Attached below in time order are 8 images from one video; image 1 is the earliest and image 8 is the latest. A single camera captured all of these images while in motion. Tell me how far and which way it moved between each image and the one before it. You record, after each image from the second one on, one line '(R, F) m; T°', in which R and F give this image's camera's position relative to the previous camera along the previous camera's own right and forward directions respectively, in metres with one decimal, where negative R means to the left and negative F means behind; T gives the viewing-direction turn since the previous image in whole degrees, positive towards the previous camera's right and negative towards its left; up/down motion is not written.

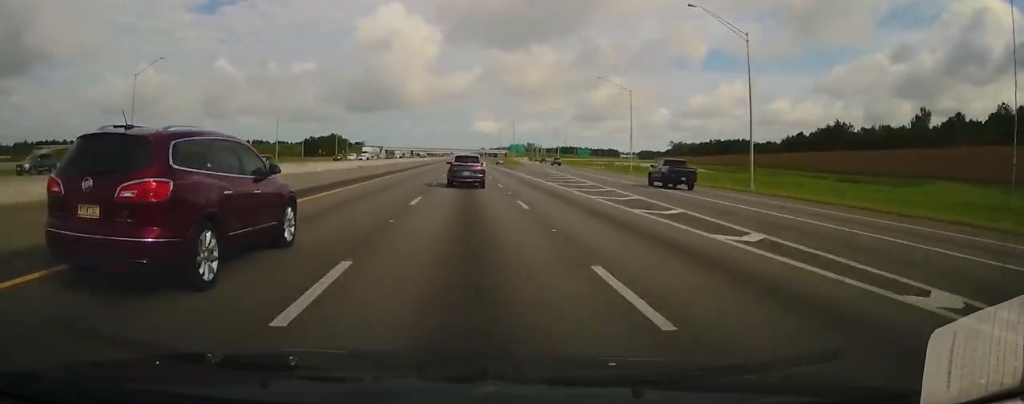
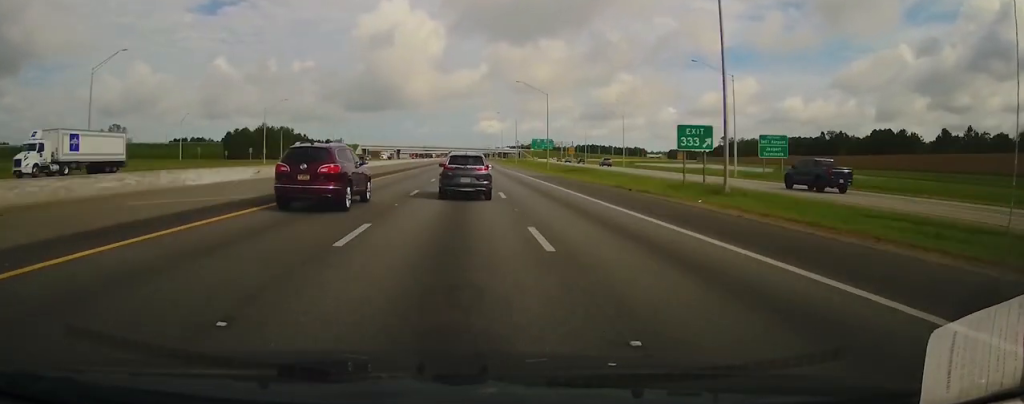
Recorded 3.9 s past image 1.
(+0.7, +130.8) m; 0°
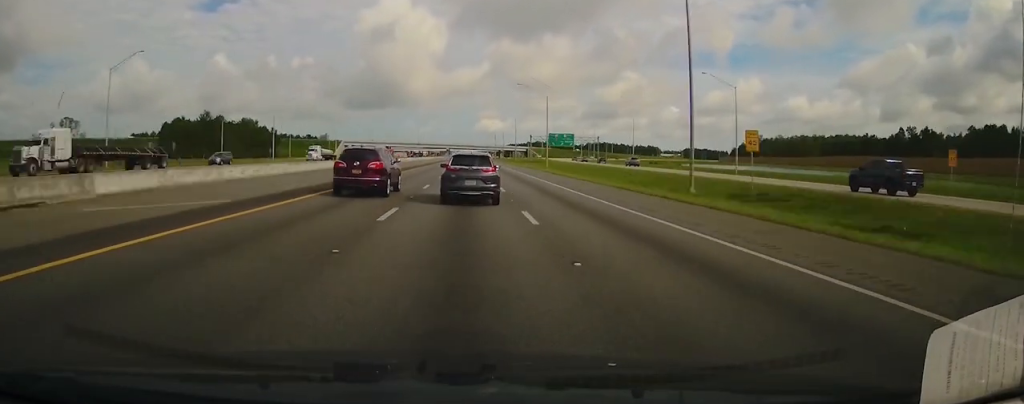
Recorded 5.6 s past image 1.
(-0.1, +58.3) m; 0°
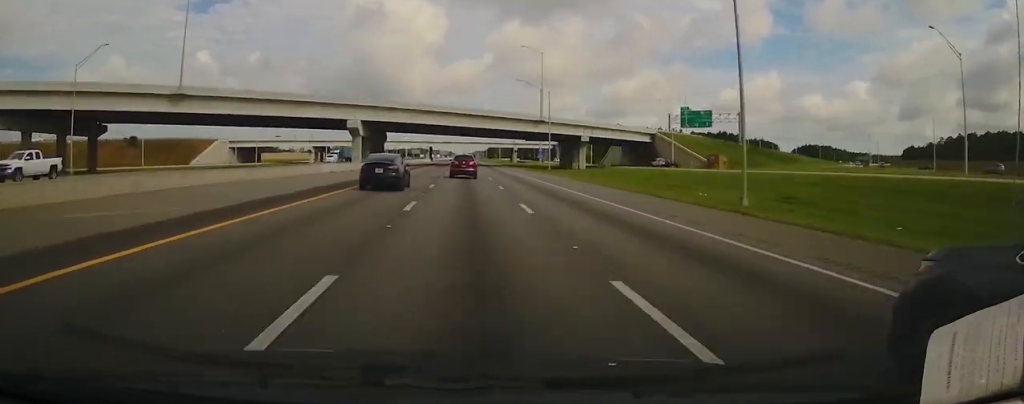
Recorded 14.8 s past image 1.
(+0.5, +312.6) m; +1°
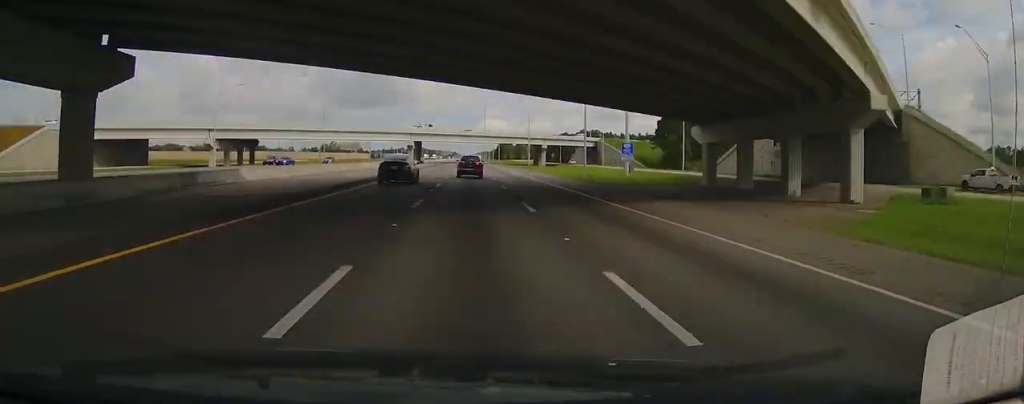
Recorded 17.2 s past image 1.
(-0.4, +81.0) m; 0°
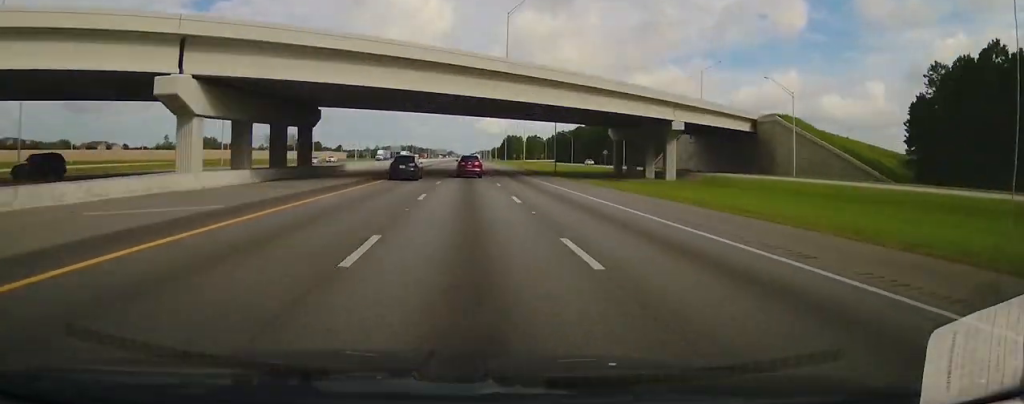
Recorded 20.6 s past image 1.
(-0.1, +111.5) m; 0°
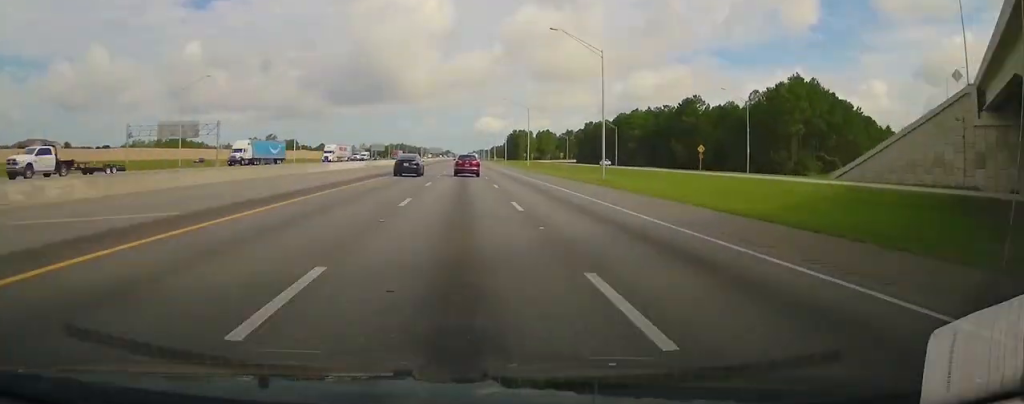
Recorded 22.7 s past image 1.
(+0.2, +70.7) m; 0°
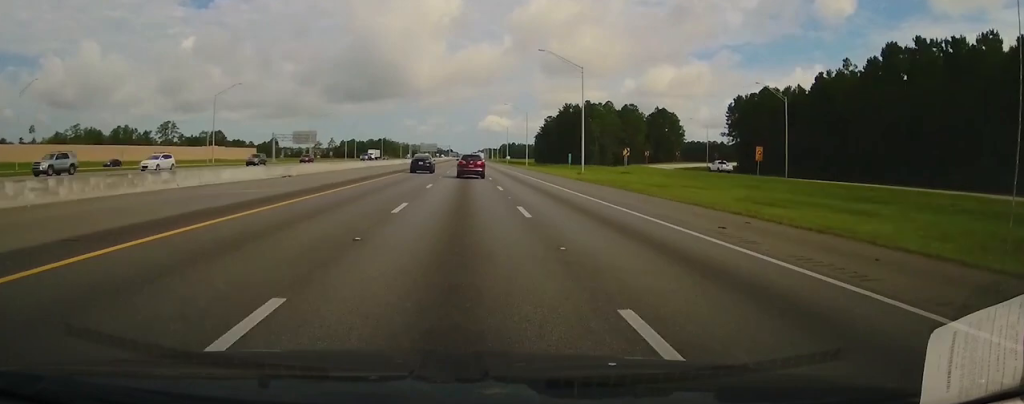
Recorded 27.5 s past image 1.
(-0.6, +150.6) m; 0°
